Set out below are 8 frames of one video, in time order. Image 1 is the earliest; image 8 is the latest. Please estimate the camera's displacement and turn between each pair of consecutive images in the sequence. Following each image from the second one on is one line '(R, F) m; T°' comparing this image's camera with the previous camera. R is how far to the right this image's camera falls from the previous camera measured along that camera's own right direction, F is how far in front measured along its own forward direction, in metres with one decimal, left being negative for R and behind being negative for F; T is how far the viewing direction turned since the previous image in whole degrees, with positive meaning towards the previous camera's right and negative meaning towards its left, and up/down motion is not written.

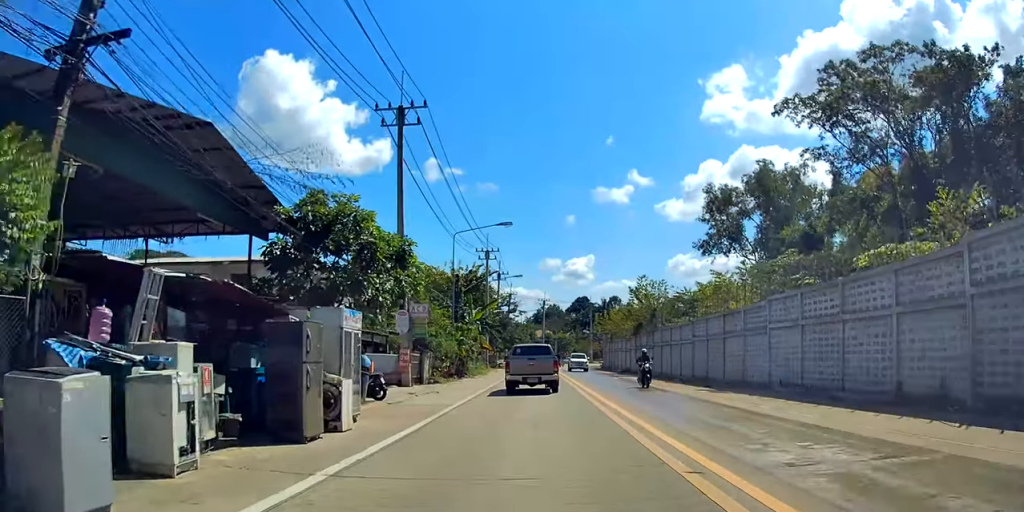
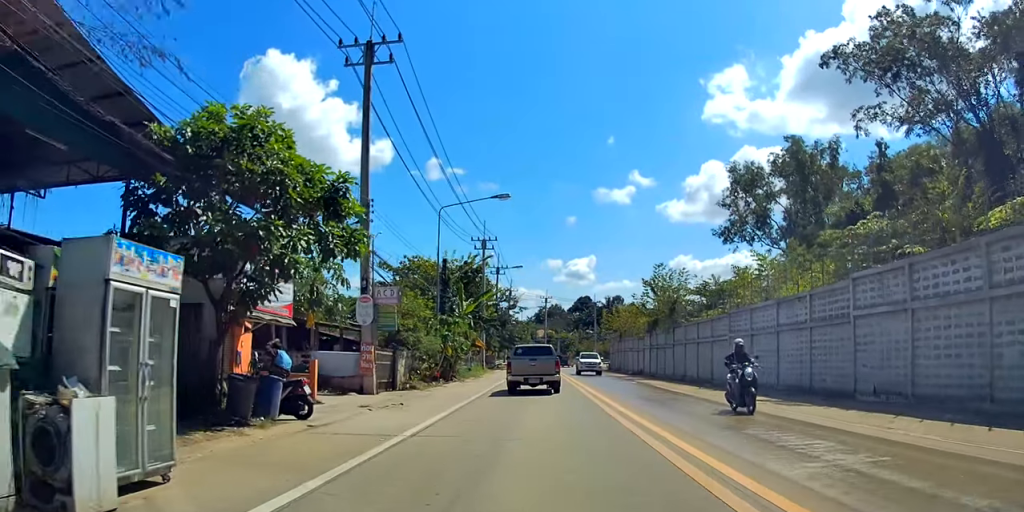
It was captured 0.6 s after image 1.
(-0.2, +6.4) m; -2°
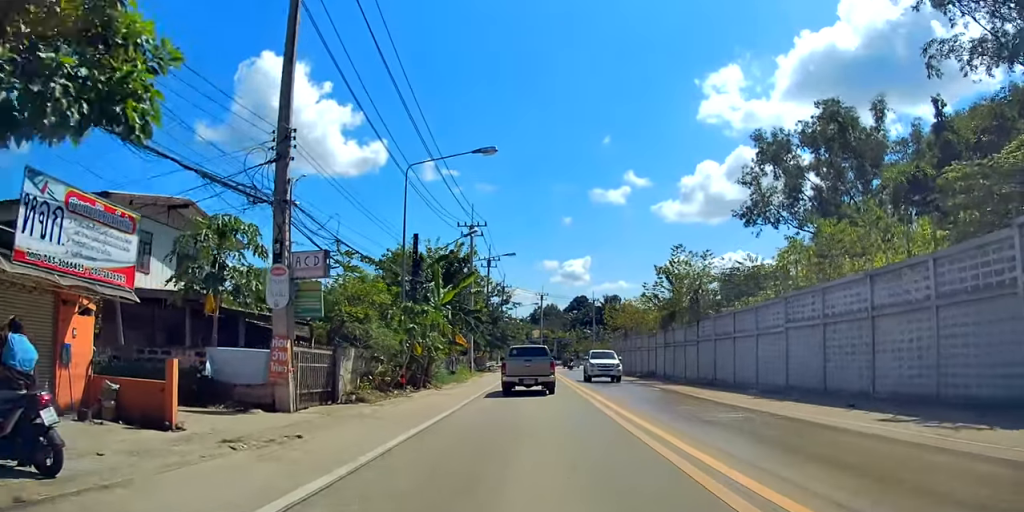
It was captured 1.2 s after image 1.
(0.0, +7.4) m; 0°
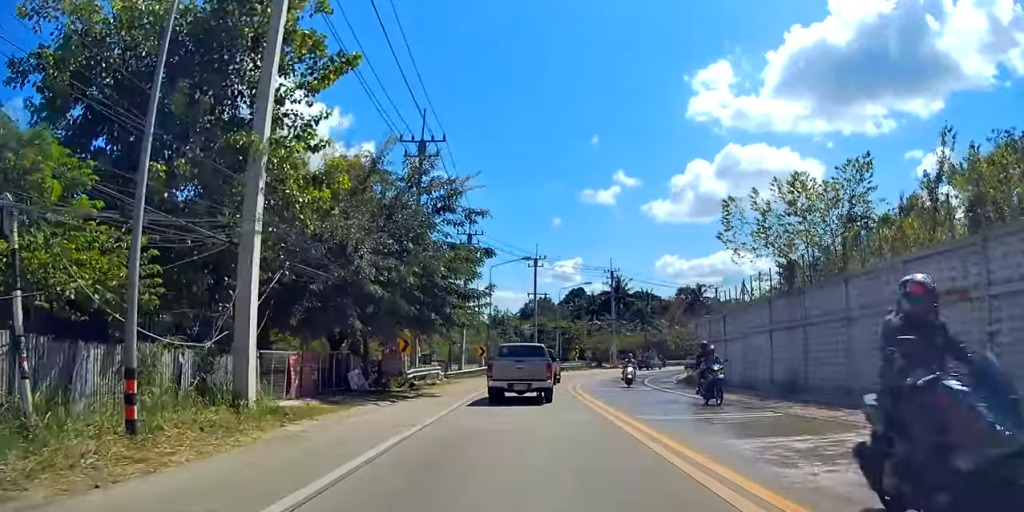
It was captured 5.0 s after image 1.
(+1.6, +40.4) m; +2°
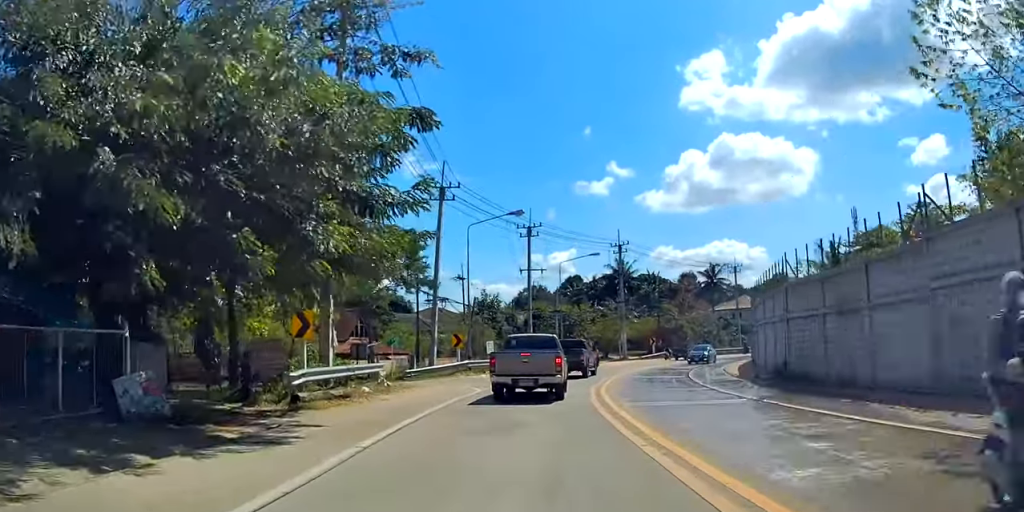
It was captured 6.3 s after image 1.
(-0.4, +12.6) m; +3°
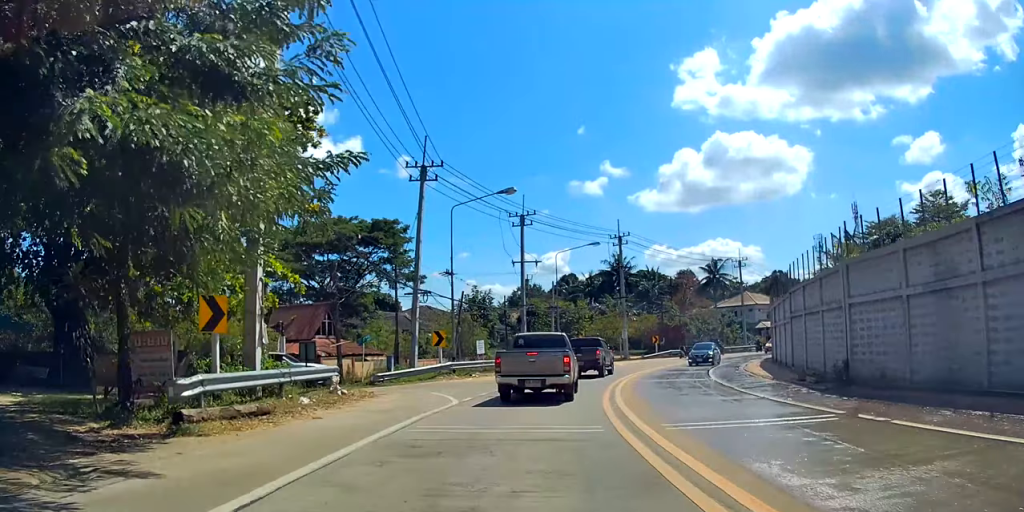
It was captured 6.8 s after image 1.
(+0.3, +4.6) m; +1°
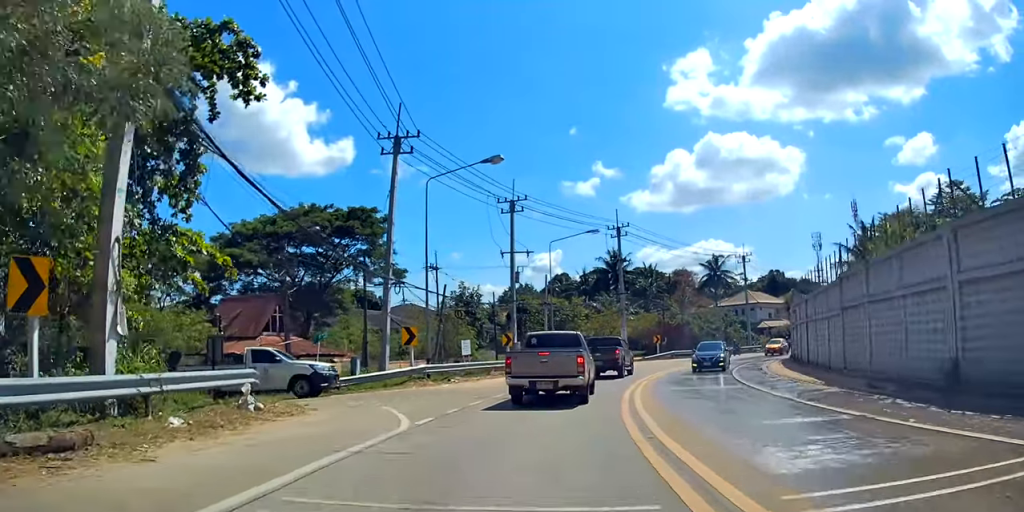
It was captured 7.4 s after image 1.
(+0.5, +5.0) m; 0°
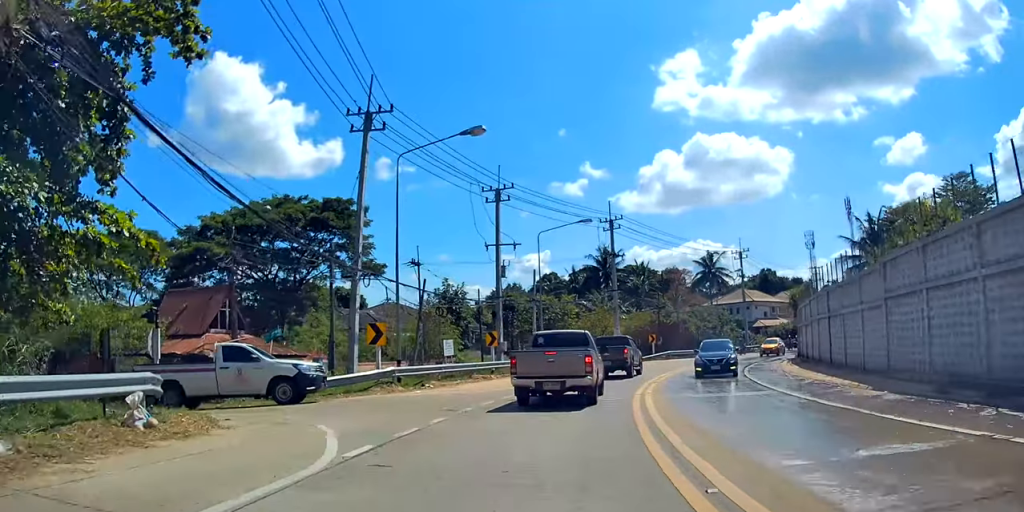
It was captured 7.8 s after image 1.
(-0.2, +3.4) m; 0°
